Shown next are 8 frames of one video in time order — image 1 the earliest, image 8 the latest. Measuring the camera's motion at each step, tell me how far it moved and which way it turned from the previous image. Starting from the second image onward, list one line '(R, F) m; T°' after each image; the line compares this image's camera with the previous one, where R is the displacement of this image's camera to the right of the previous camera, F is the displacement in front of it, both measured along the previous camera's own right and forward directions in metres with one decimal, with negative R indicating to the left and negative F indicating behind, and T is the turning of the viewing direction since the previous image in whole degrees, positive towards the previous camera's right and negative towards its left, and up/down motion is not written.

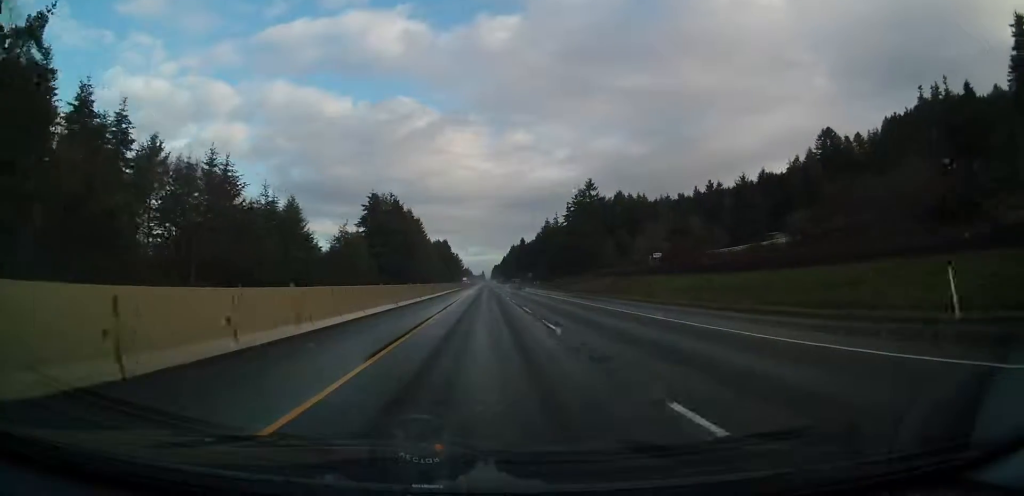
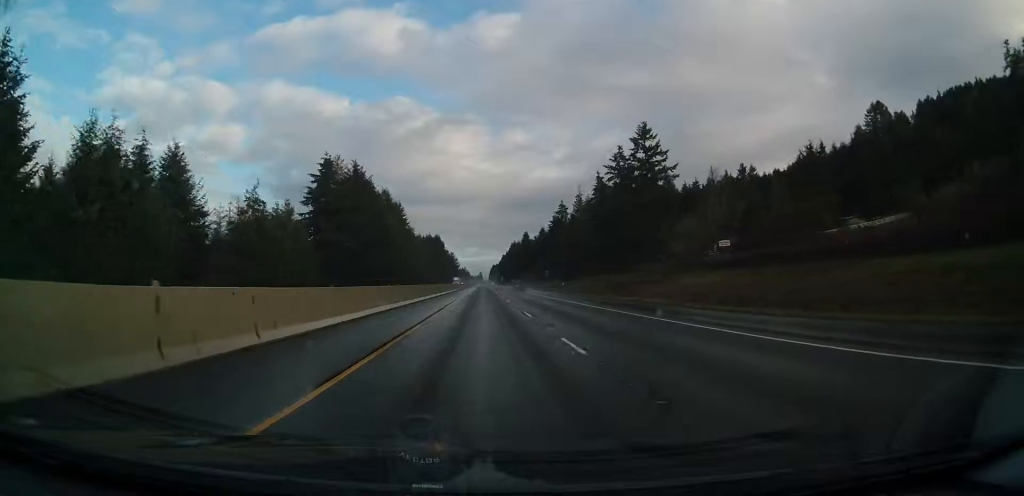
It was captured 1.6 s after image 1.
(-0.2, +52.2) m; -1°
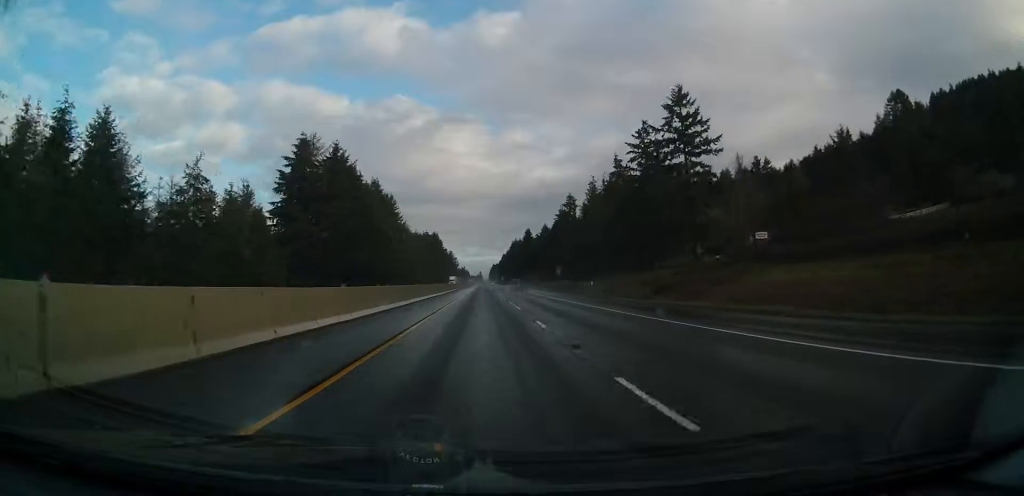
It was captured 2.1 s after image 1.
(-0.2, +17.8) m; 0°
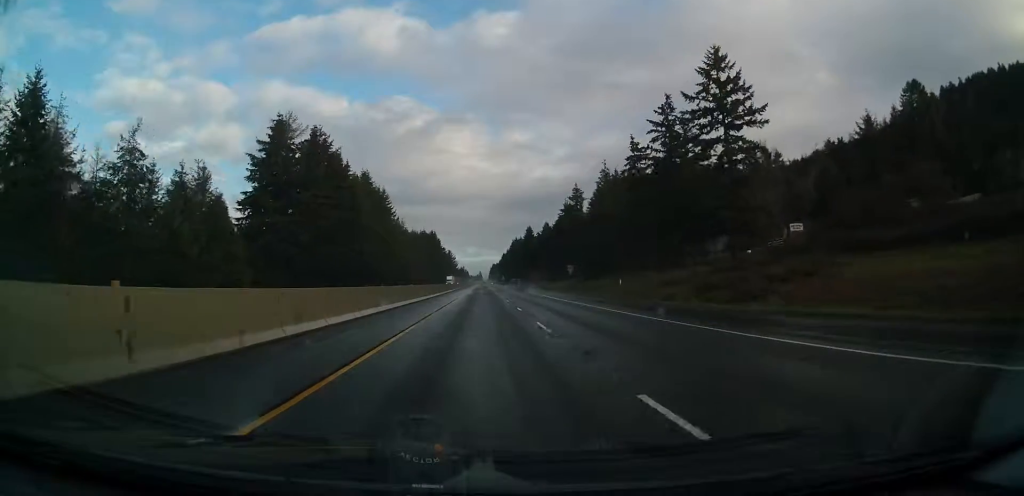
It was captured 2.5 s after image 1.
(-0.1, +13.4) m; 0°
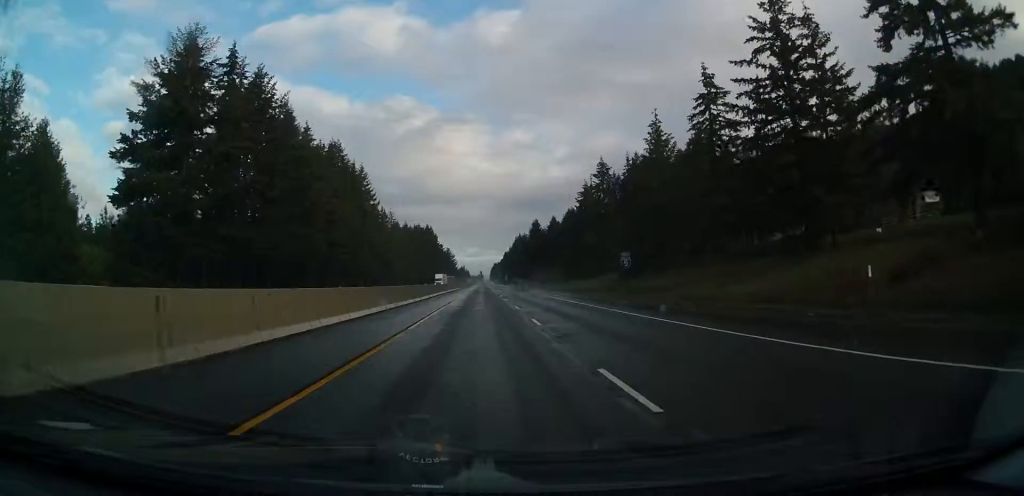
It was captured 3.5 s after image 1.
(+0.1, +33.6) m; 0°
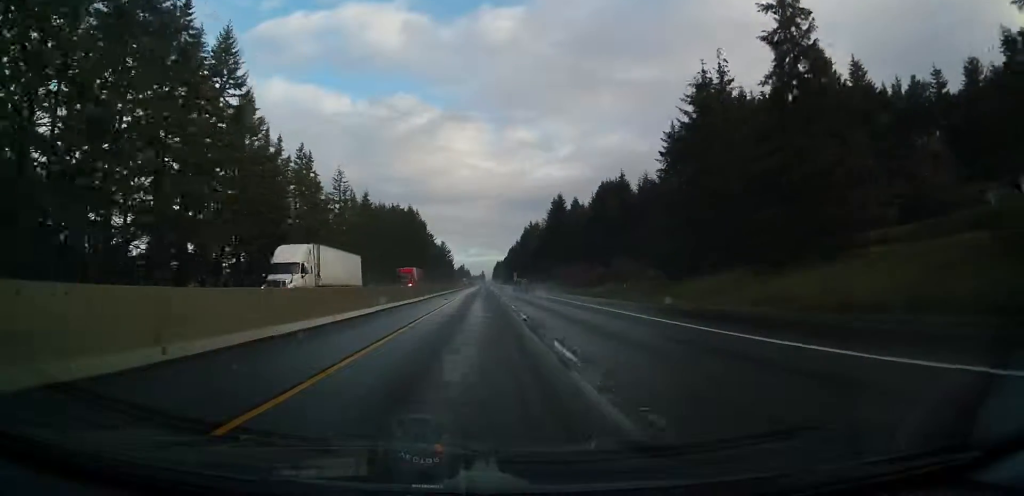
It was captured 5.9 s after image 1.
(+0.4, +79.7) m; +1°
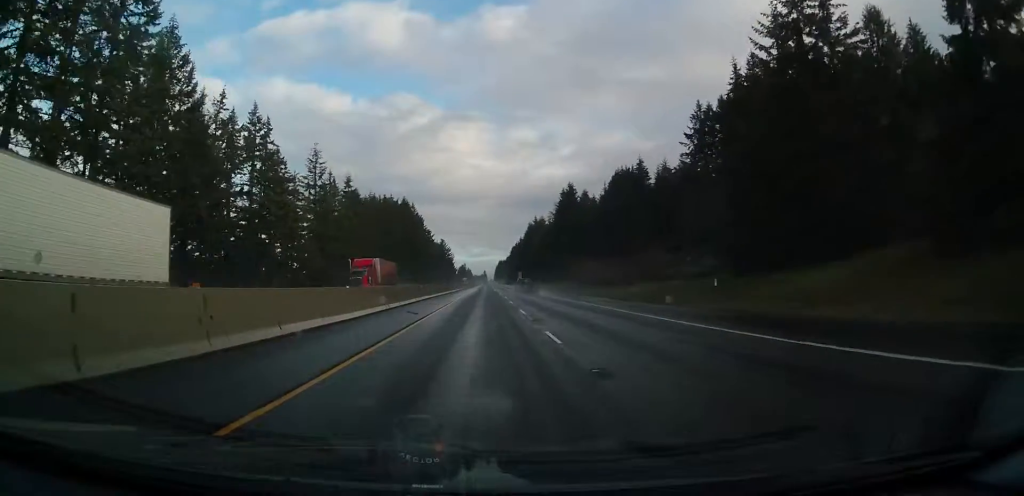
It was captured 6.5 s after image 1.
(+0.1, +21.3) m; 0°
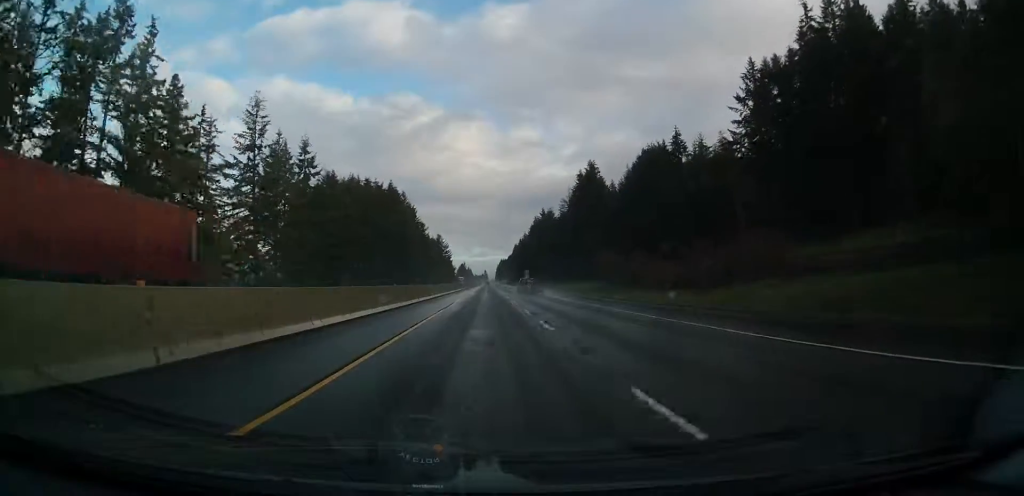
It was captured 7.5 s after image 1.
(-0.1, +32.7) m; 0°
